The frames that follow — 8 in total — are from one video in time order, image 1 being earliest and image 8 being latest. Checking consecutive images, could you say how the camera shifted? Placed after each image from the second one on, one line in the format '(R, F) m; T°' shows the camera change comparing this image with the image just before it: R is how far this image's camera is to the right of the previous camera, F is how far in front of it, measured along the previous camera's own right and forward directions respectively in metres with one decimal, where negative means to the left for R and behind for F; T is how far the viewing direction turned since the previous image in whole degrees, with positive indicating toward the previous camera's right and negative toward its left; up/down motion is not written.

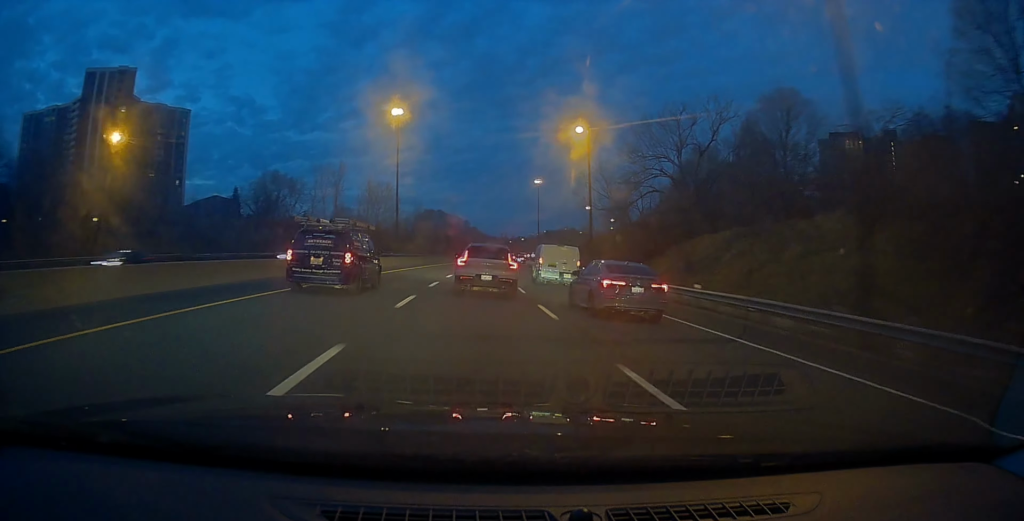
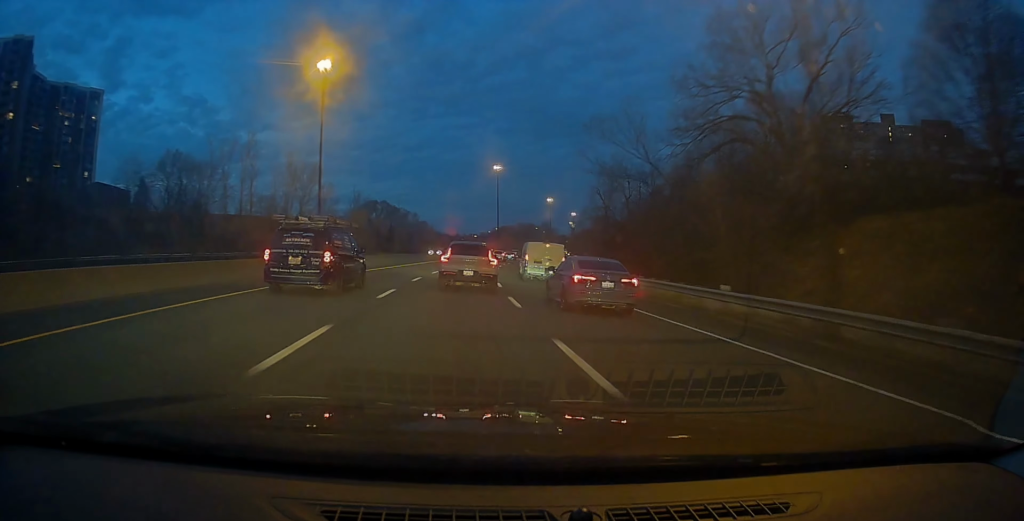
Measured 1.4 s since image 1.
(+1.3, +33.5) m; +4°
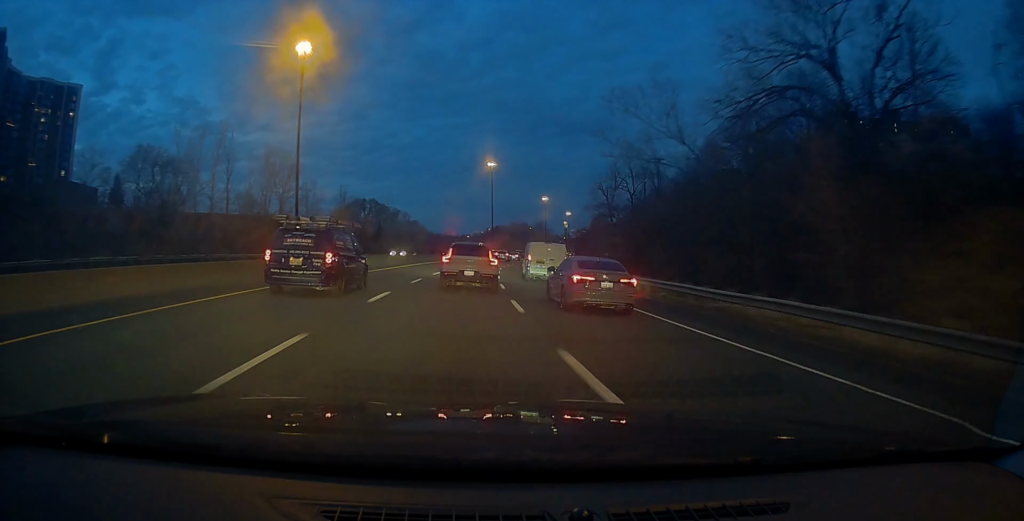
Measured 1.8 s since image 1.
(0.0, +9.7) m; +1°
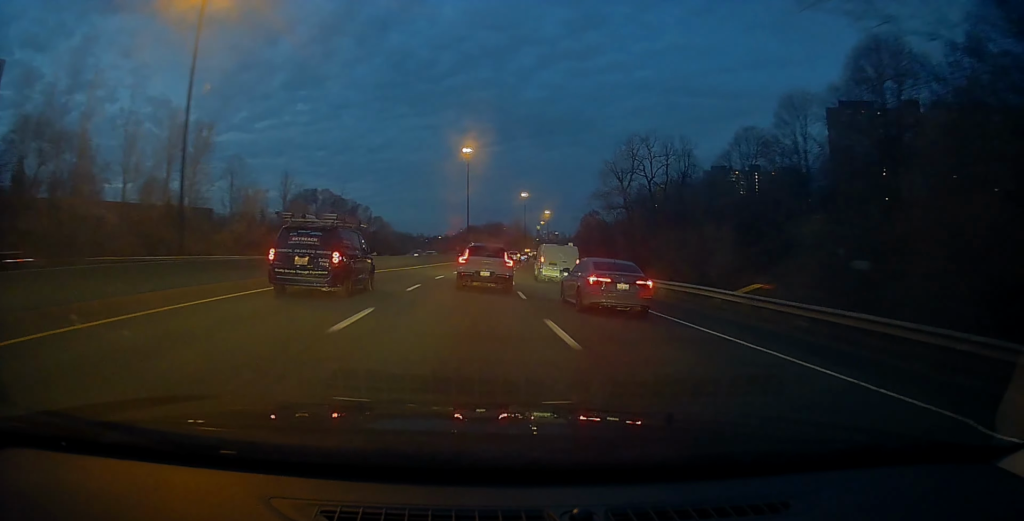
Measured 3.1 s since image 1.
(+0.8, +31.4) m; +3°
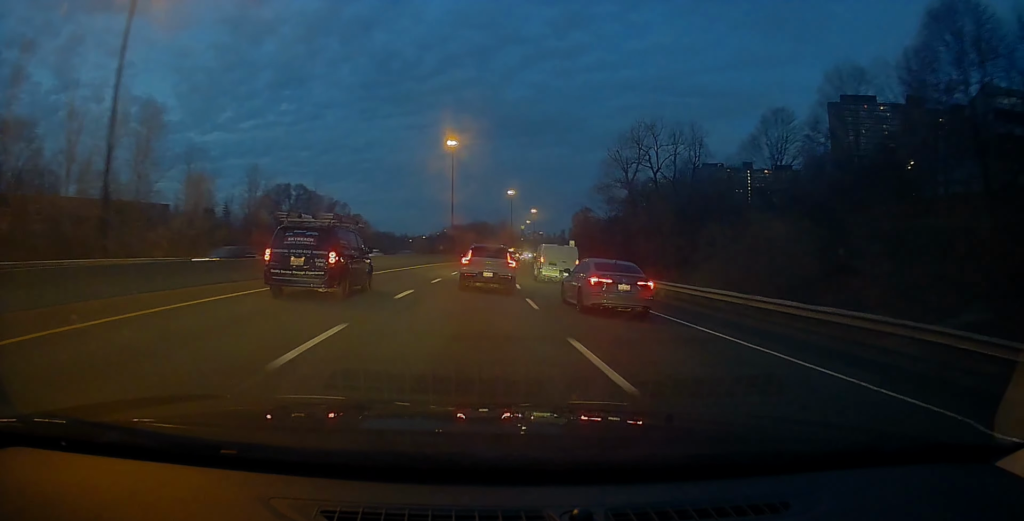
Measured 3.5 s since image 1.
(+0.1, +11.8) m; +1°
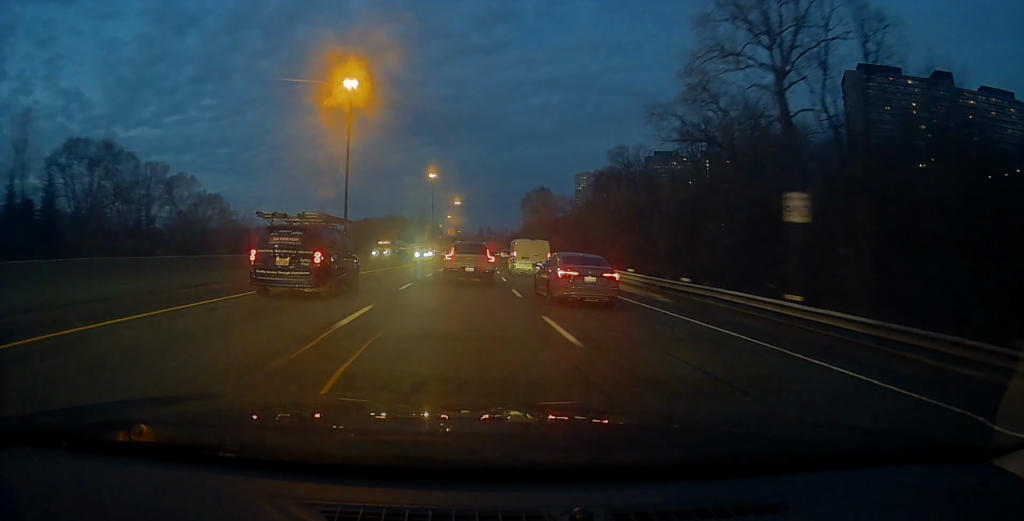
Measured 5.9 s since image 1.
(+3.6, +60.0) m; +7°
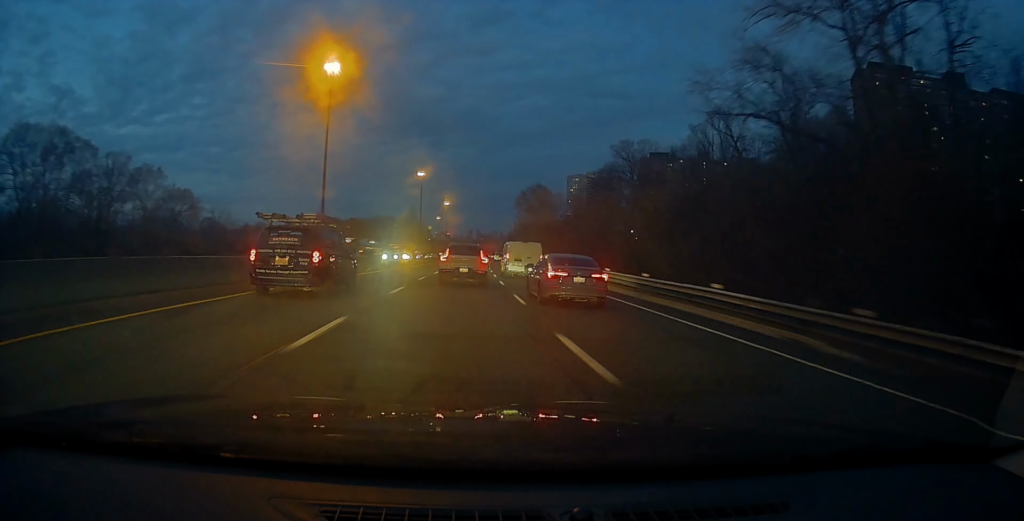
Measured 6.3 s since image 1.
(+0.2, +11.0) m; +2°
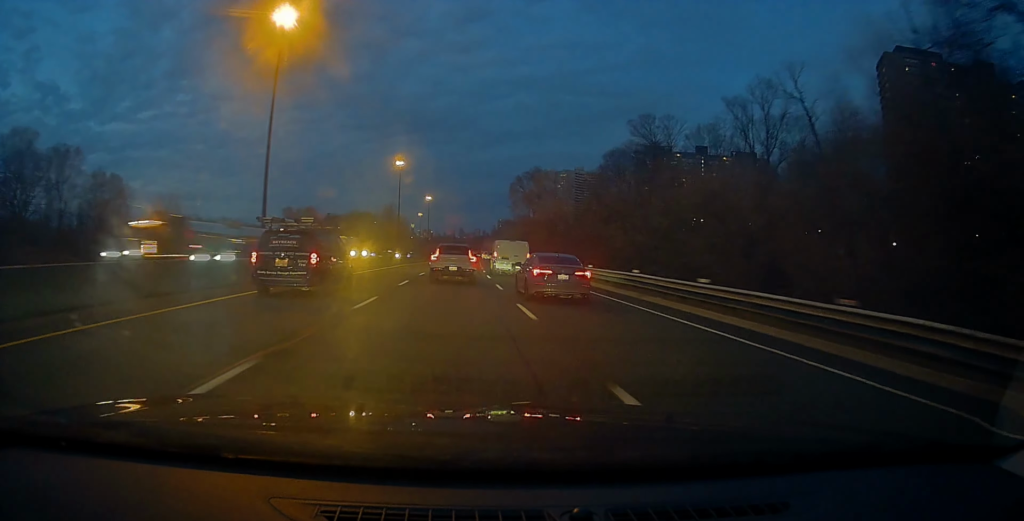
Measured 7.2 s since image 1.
(+0.7, +22.8) m; +3°
